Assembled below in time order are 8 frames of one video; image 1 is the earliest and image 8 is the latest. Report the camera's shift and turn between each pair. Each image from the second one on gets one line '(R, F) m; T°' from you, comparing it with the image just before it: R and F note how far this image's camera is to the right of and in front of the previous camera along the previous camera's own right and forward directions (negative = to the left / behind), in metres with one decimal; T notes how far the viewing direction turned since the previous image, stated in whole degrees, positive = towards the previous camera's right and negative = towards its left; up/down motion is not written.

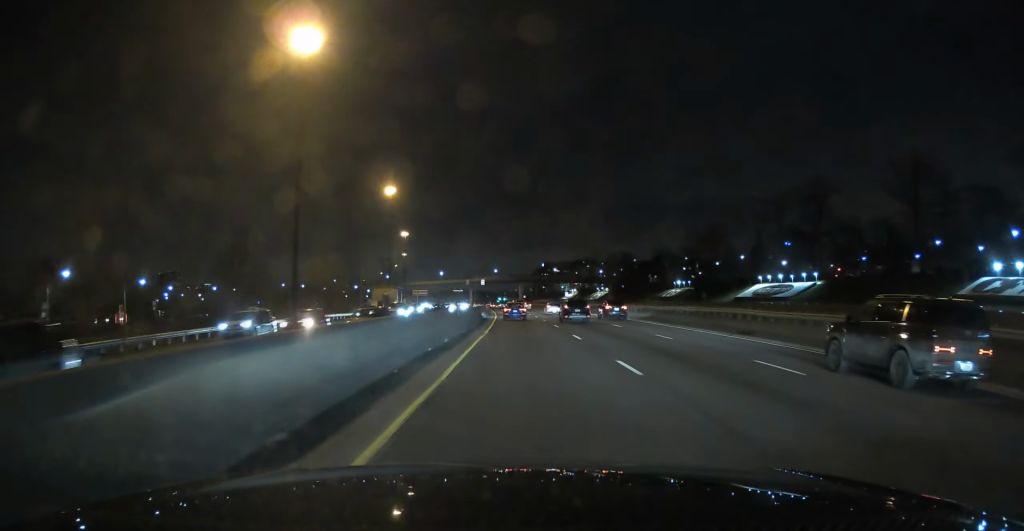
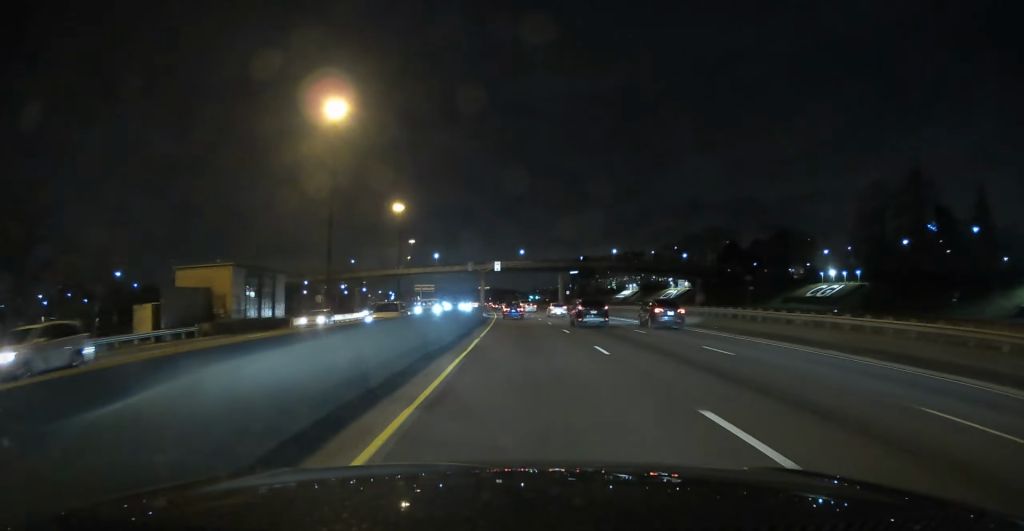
(-1.9, +82.1) m; -3°
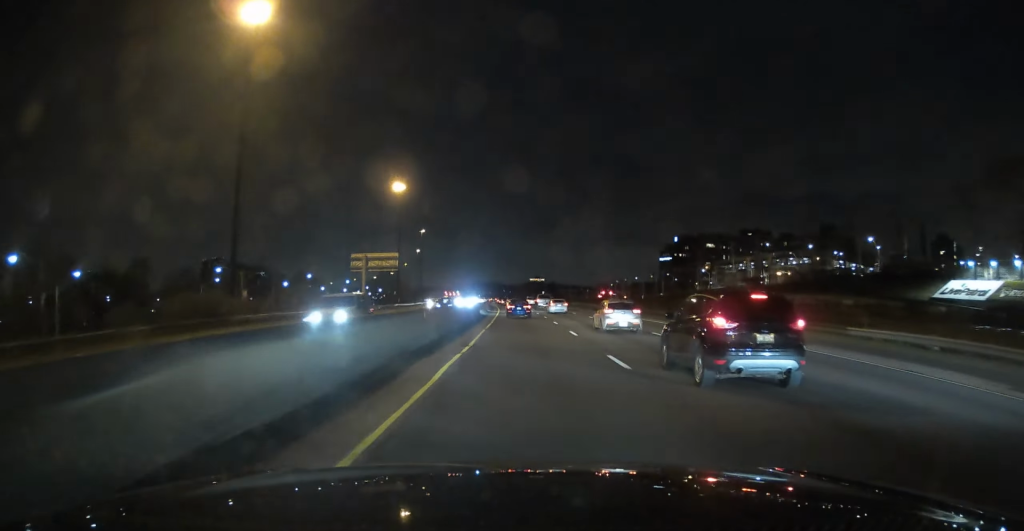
(-6.1, +150.0) m; -4°
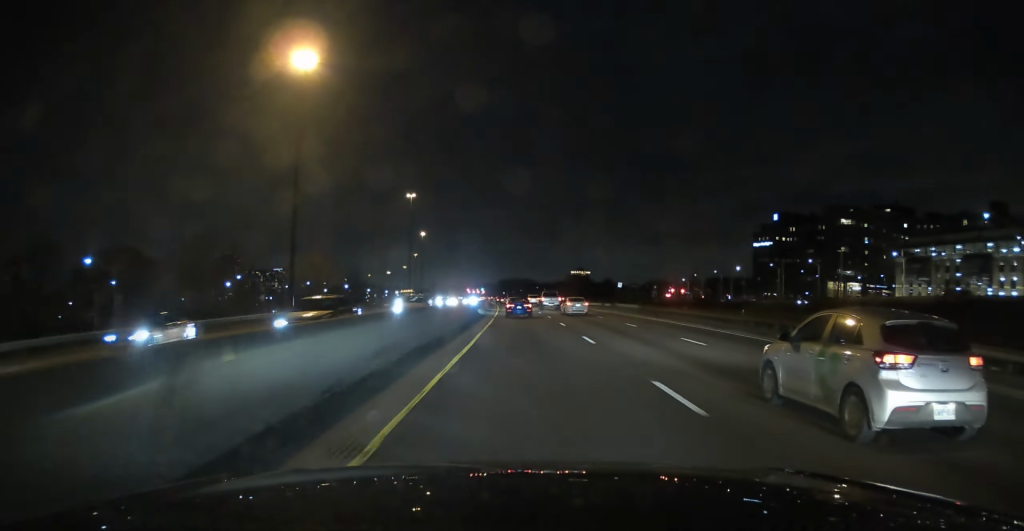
(-3.0, +107.1) m; -3°
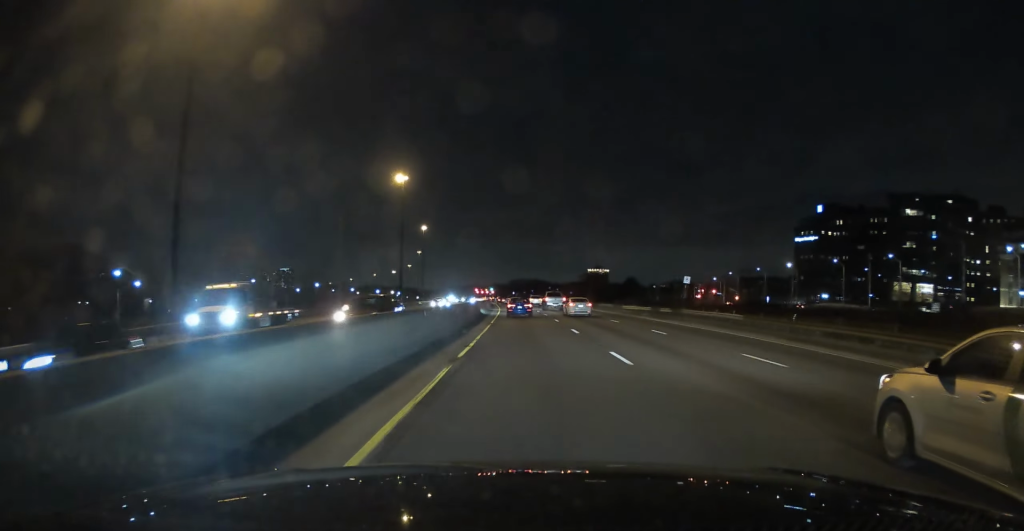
(-0.6, +32.8) m; -1°
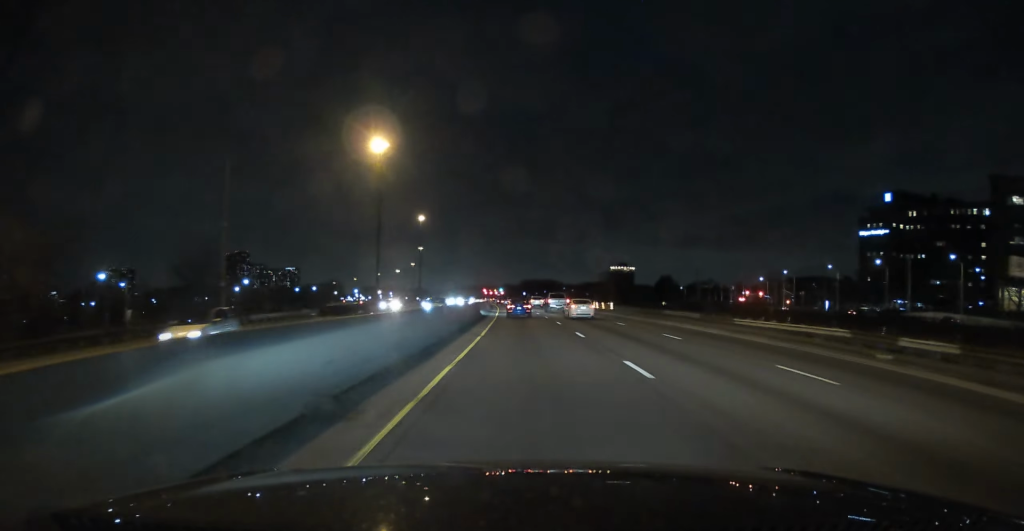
(-0.2, +40.7) m; -1°
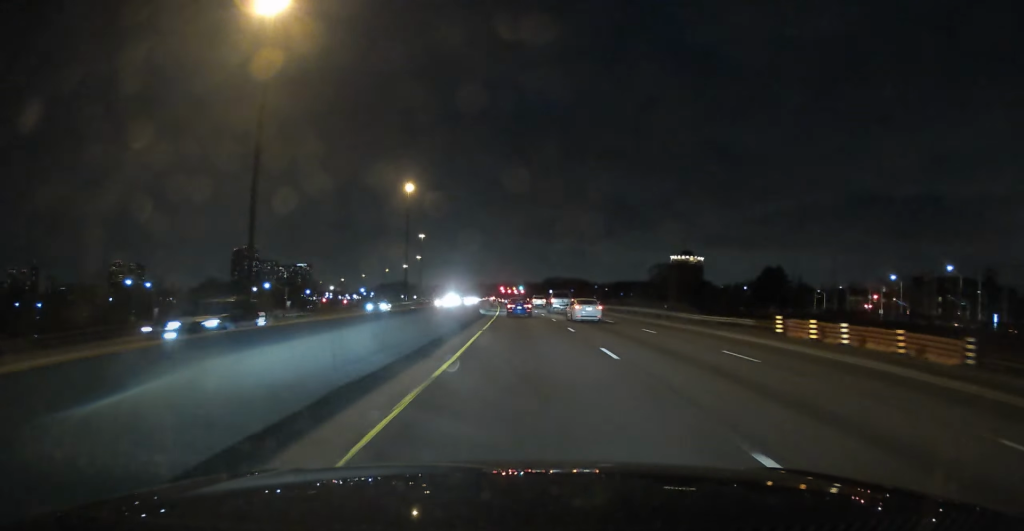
(-1.2, +71.1) m; -2°
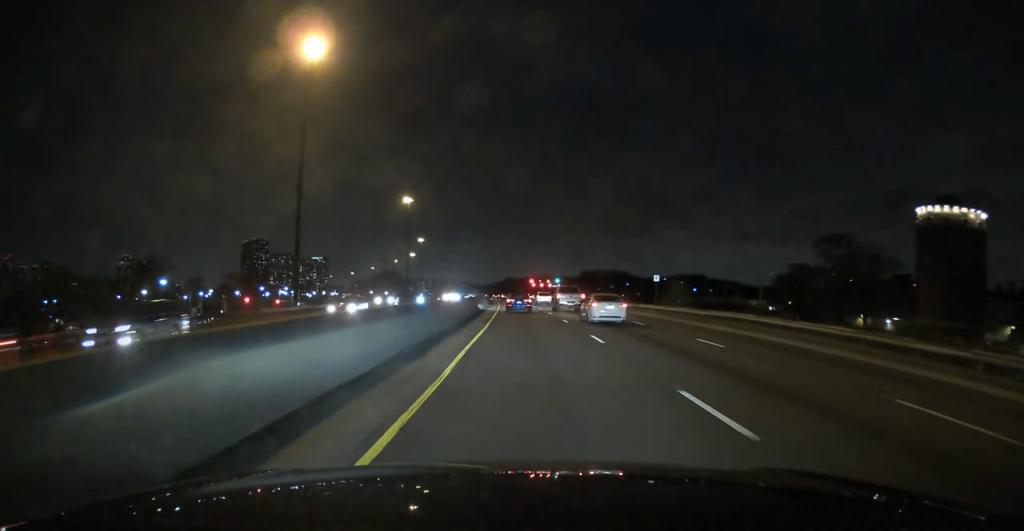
(-2.7, +108.5) m; -3°
